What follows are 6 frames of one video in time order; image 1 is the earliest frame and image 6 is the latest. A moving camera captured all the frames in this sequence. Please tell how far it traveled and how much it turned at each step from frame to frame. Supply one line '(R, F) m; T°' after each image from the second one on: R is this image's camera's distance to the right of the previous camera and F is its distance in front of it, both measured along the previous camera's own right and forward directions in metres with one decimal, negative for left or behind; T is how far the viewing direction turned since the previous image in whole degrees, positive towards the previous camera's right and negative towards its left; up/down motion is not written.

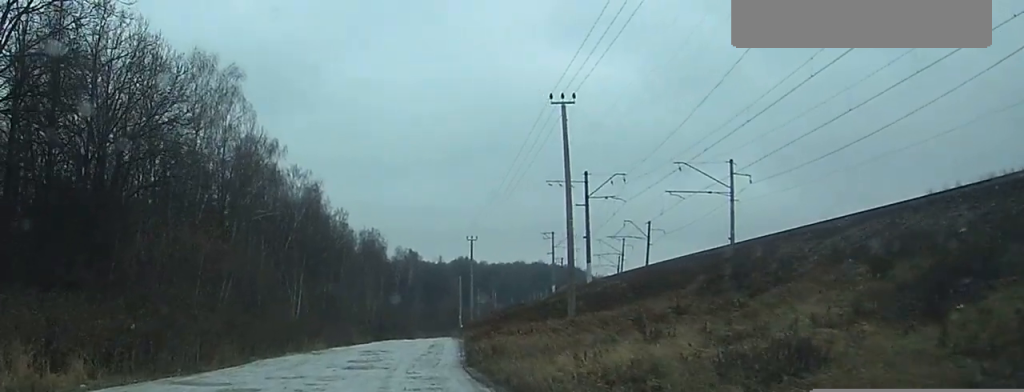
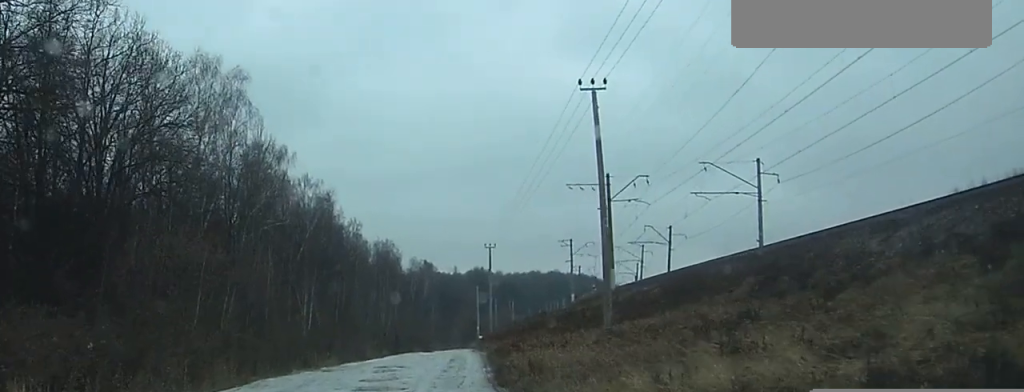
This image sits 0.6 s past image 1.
(-0.1, +3.2) m; 0°
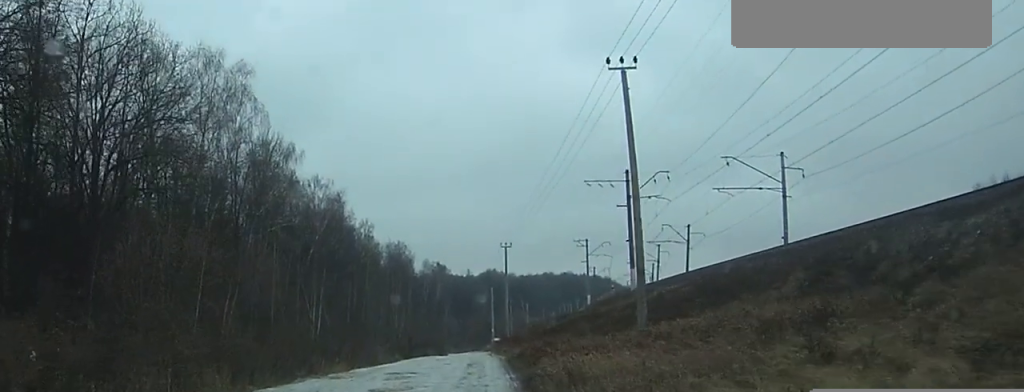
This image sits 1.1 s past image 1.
(+0.1, +2.6) m; +1°
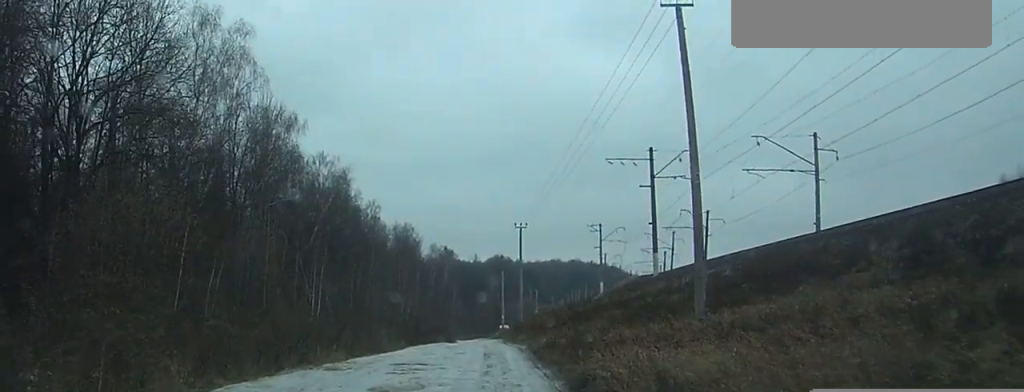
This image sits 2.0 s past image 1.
(0.0, +4.5) m; +1°
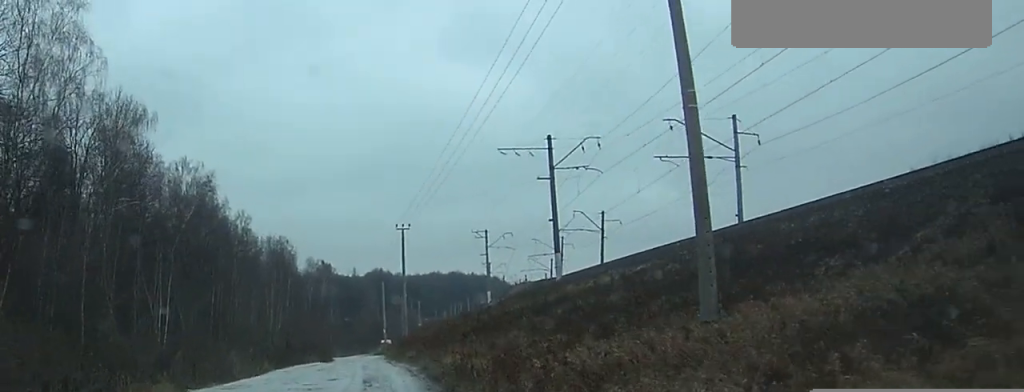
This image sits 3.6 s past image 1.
(+0.1, +8.6) m; +2°
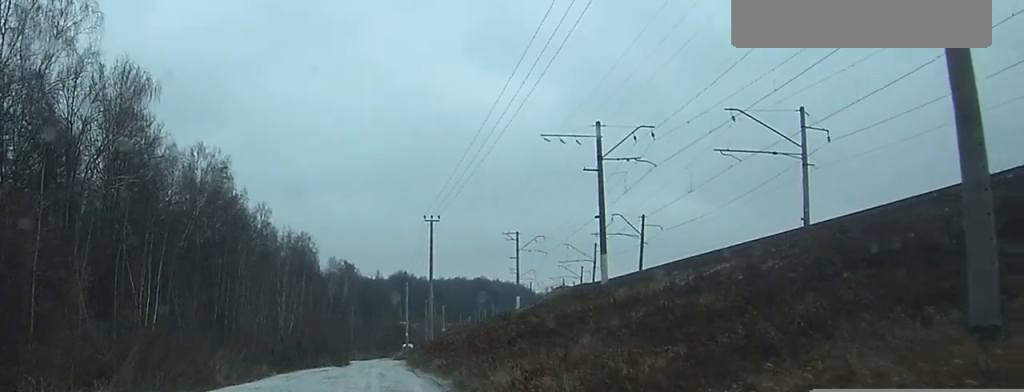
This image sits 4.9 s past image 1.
(+0.2, +6.5) m; +2°
